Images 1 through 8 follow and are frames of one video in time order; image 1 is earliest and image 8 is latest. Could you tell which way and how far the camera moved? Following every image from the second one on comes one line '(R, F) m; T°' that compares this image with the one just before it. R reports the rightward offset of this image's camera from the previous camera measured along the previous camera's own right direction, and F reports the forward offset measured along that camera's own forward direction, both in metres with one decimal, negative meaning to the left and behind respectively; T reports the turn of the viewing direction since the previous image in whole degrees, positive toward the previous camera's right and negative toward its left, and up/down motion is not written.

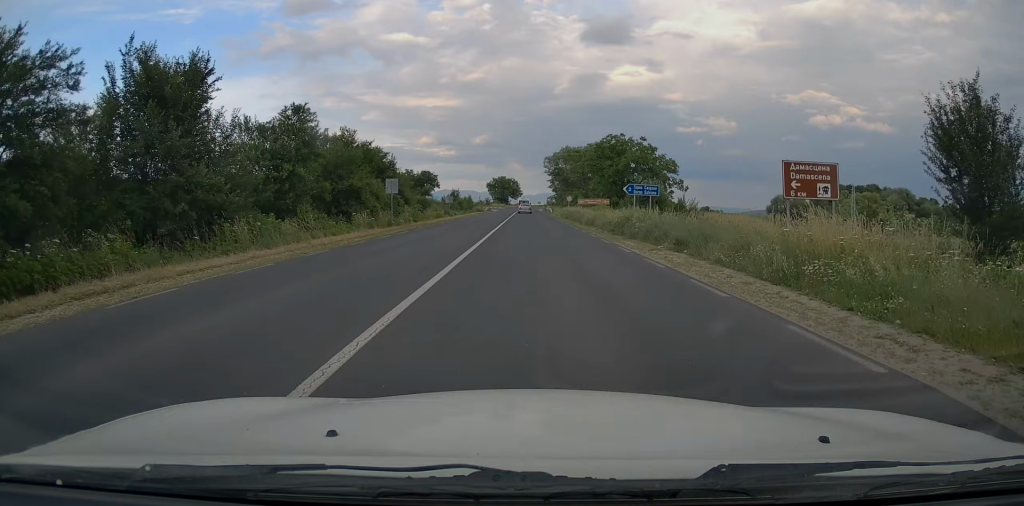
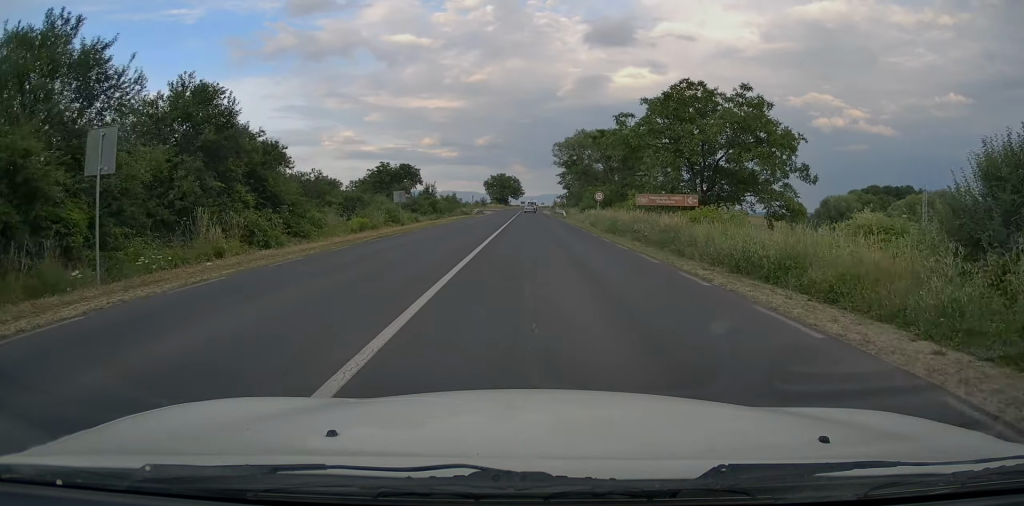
(+0.5, +26.1) m; 0°
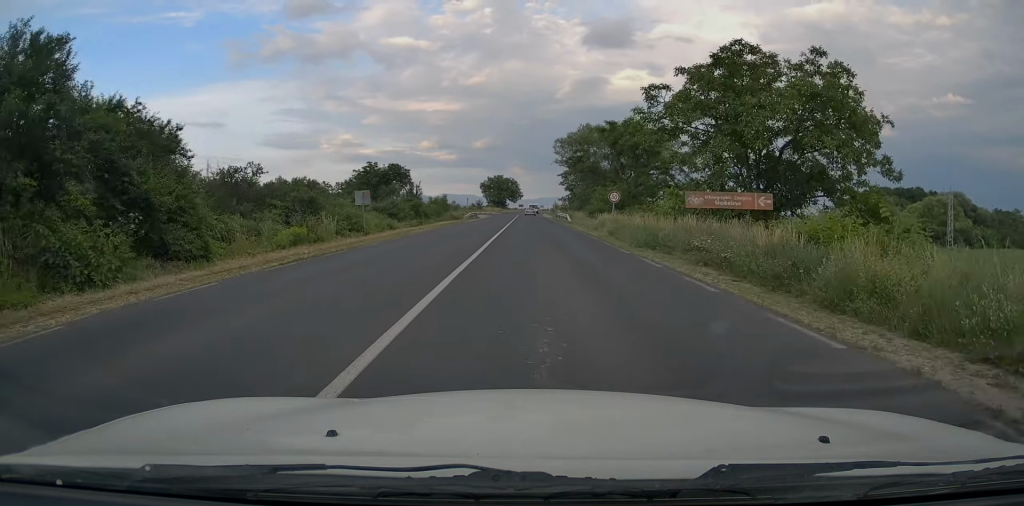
(-0.1, +8.3) m; 0°
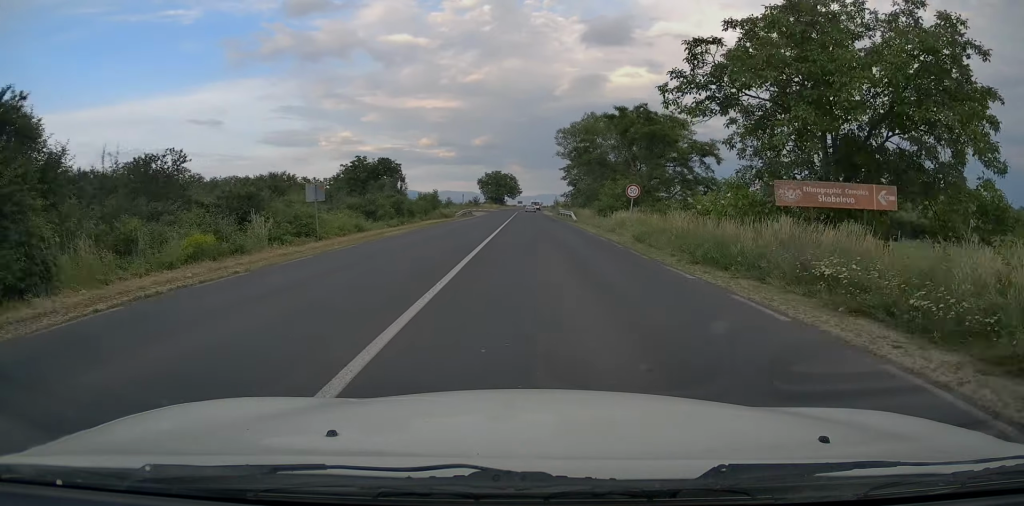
(-0.2, +6.6) m; 0°
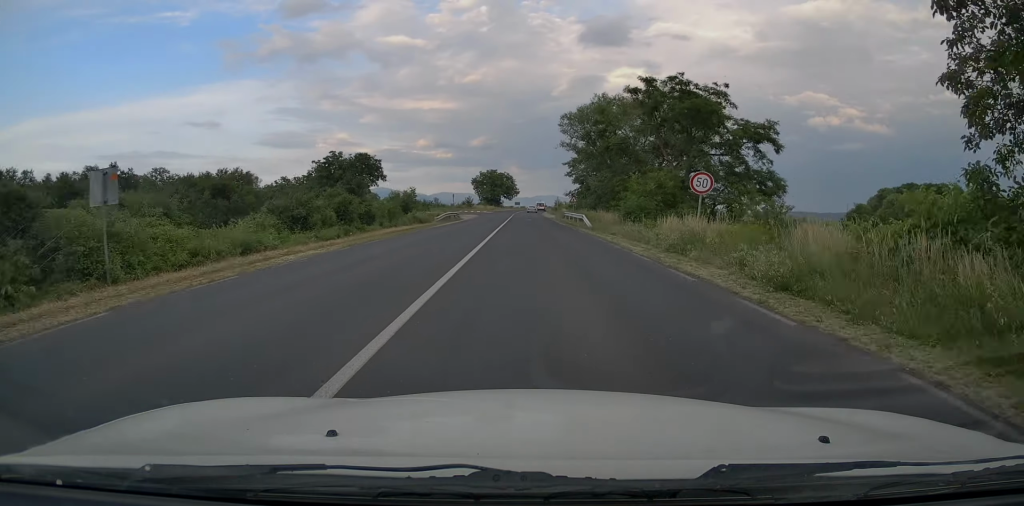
(+0.1, +12.1) m; +1°
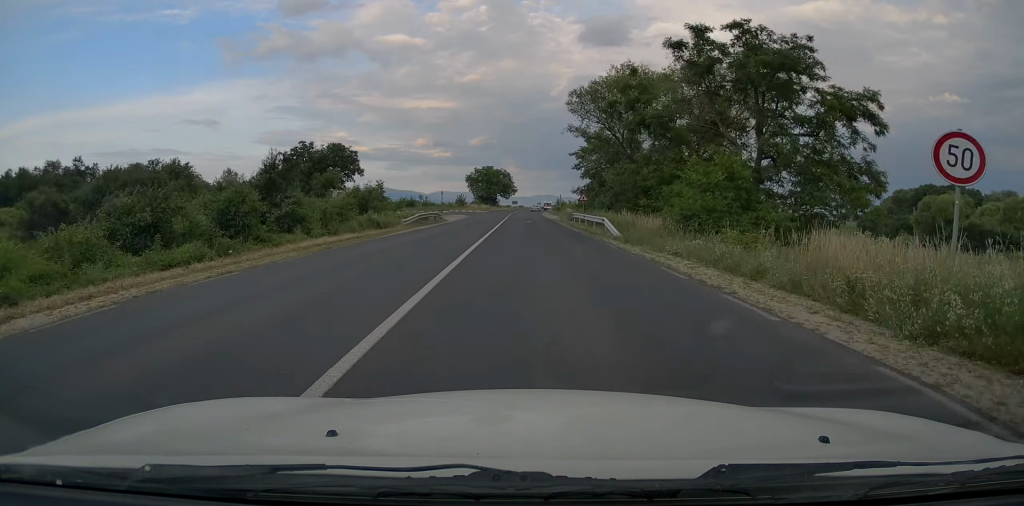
(+0.2, +11.5) m; +1°
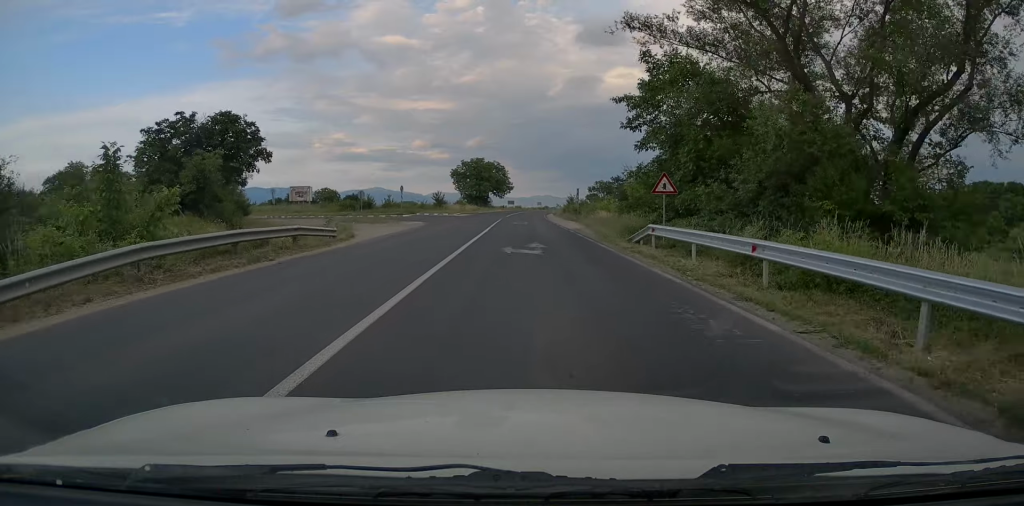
(0.0, +28.2) m; -1°
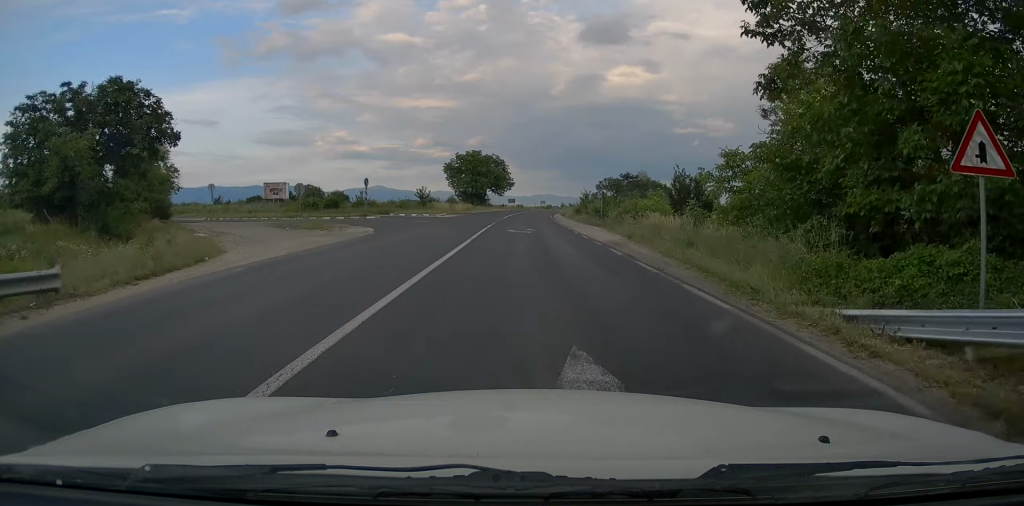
(-0.3, +14.5) m; 0°
